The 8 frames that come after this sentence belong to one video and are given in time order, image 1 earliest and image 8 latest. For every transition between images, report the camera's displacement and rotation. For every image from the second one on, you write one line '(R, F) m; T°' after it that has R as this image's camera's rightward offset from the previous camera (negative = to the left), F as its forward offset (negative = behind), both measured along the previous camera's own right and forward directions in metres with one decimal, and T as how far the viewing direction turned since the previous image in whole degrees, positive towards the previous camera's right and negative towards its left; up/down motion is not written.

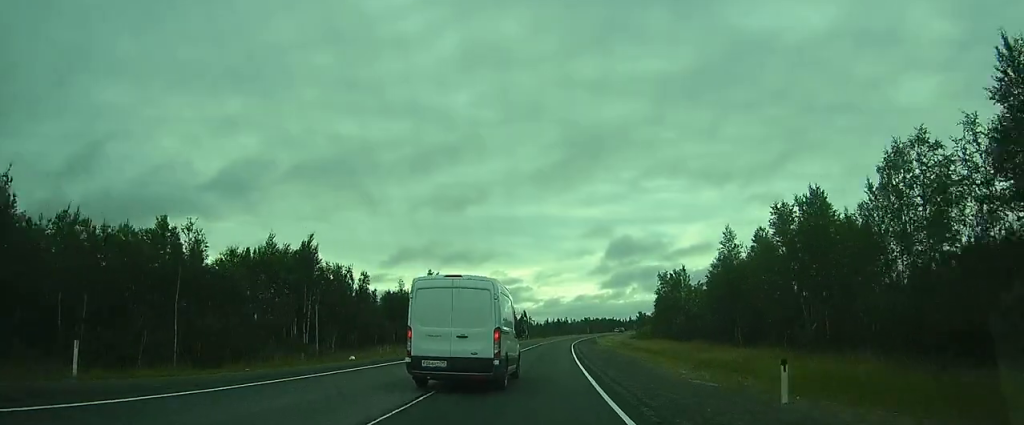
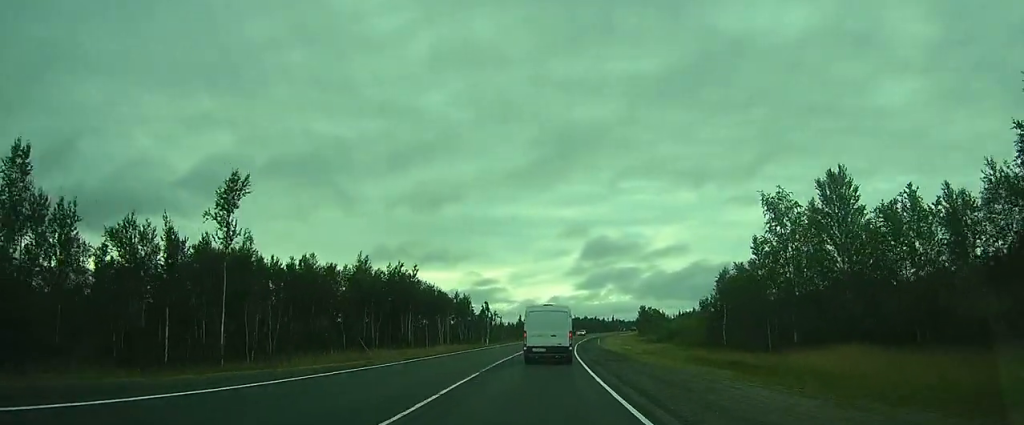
(+0.4, +37.6) m; +1°
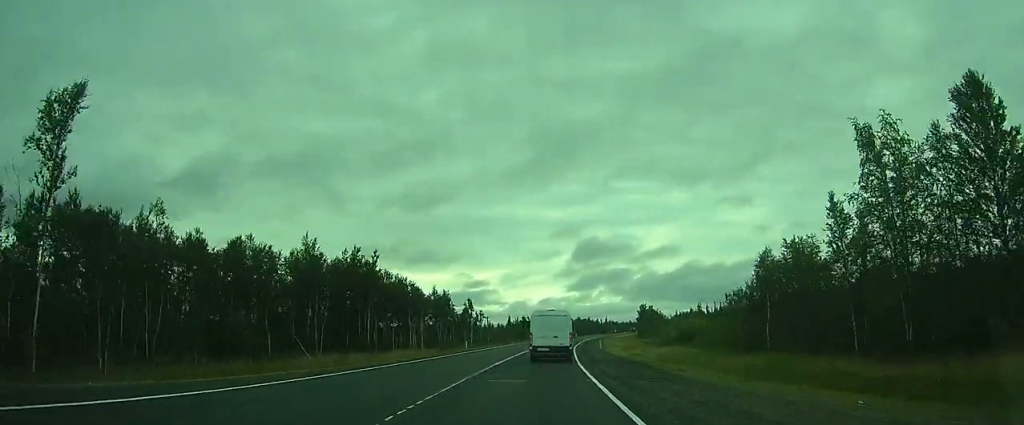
(0.0, +10.2) m; +1°
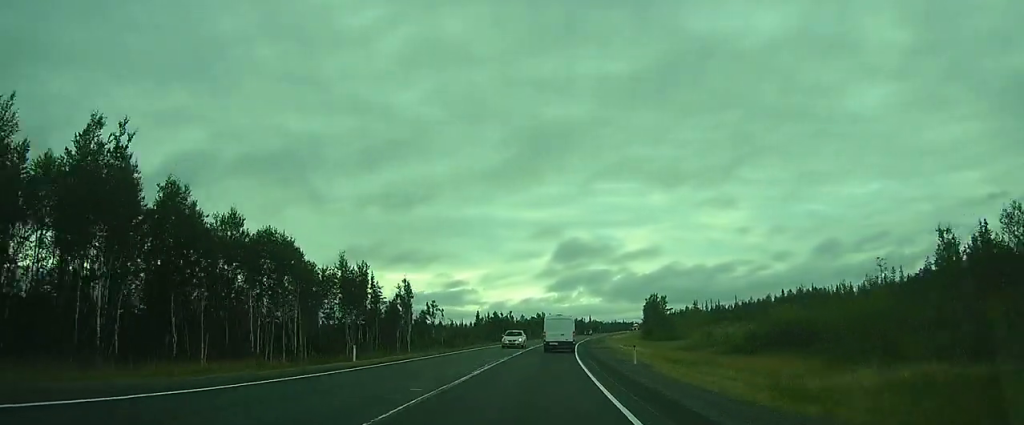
(+0.5, +28.9) m; +2°
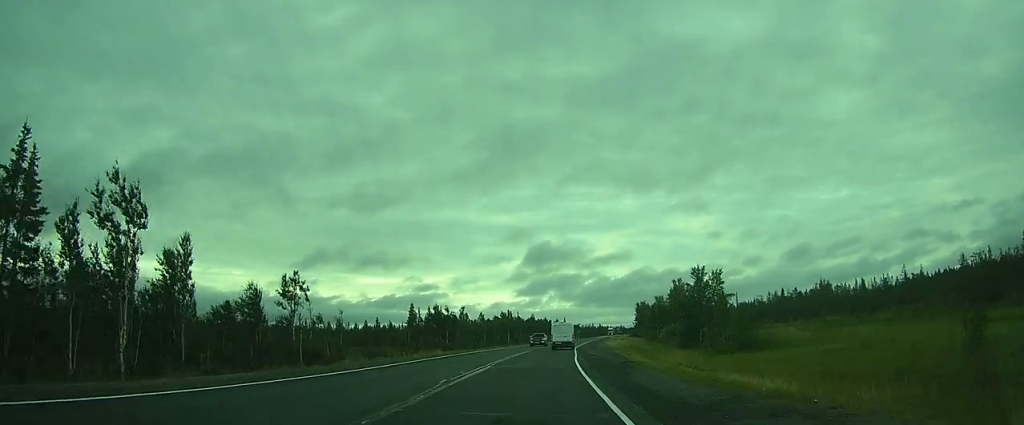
(+0.9, +44.5) m; +2°
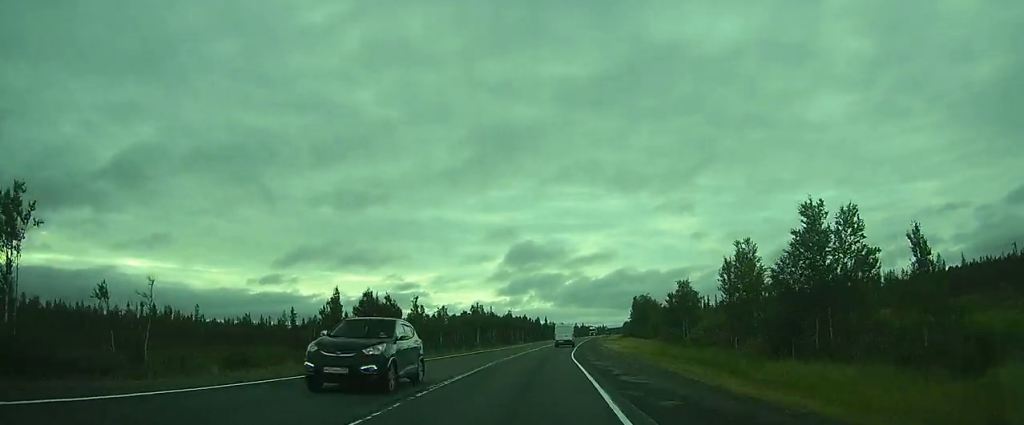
(+0.2, +26.7) m; +1°
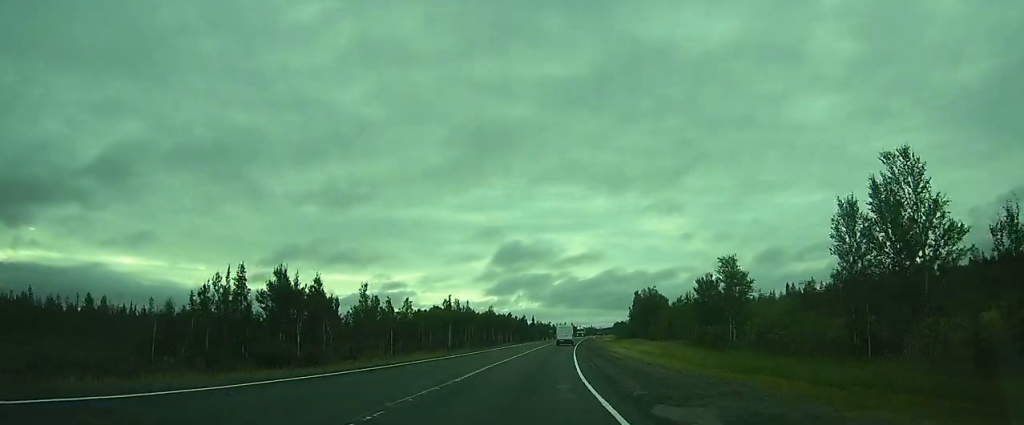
(+0.2, +17.7) m; +1°
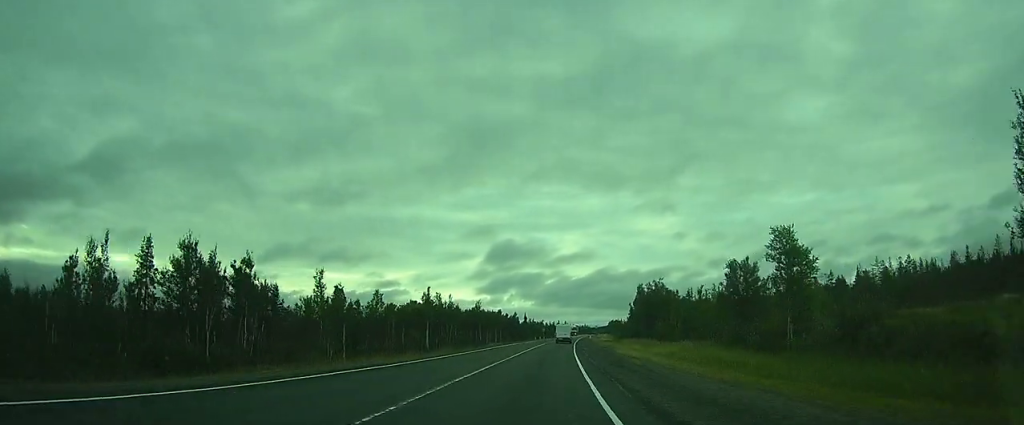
(0.0, +10.4) m; +1°
